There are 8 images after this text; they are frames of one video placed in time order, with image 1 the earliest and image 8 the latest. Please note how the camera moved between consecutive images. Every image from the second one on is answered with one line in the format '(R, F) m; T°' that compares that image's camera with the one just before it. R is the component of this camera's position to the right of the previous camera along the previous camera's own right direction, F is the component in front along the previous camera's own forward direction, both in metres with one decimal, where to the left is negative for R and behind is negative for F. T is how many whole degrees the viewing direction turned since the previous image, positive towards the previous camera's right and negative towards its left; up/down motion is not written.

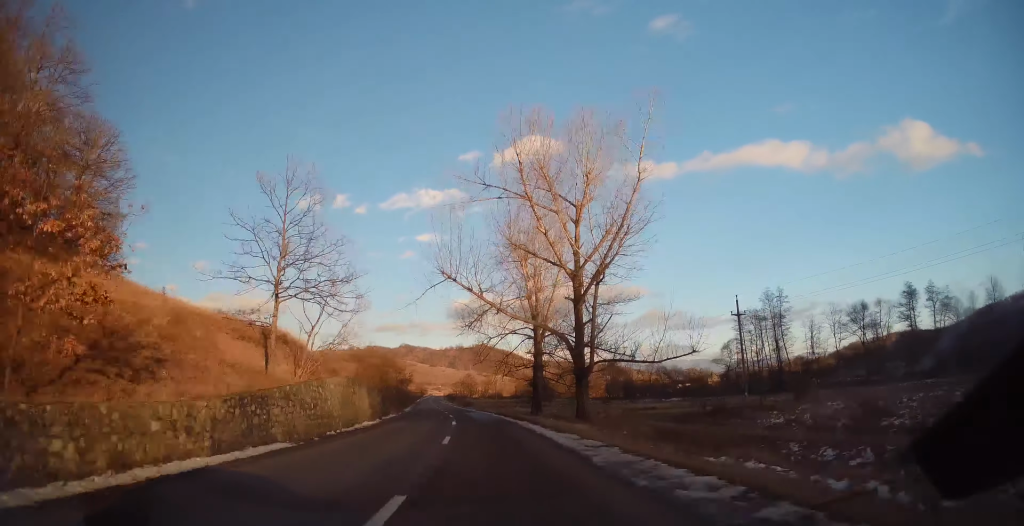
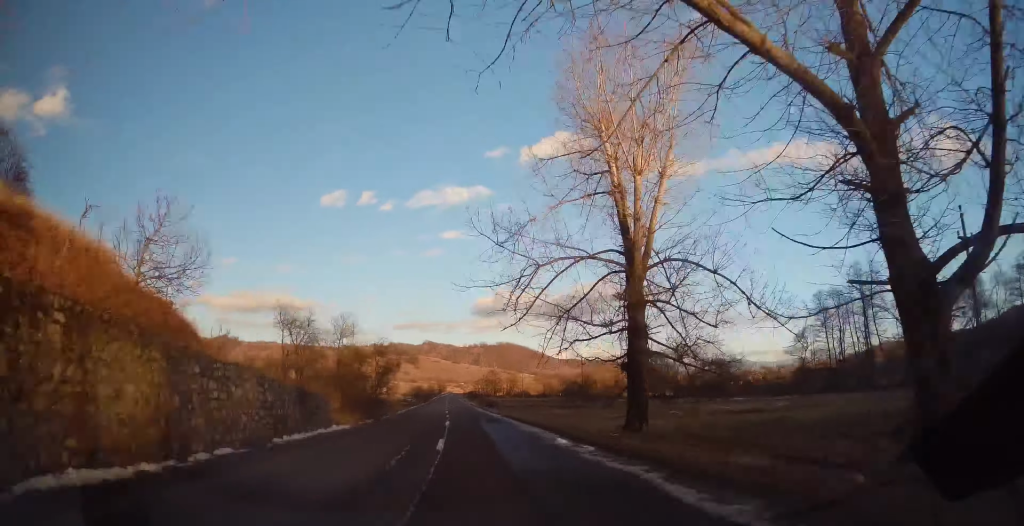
(-0.7, +25.0) m; -3°
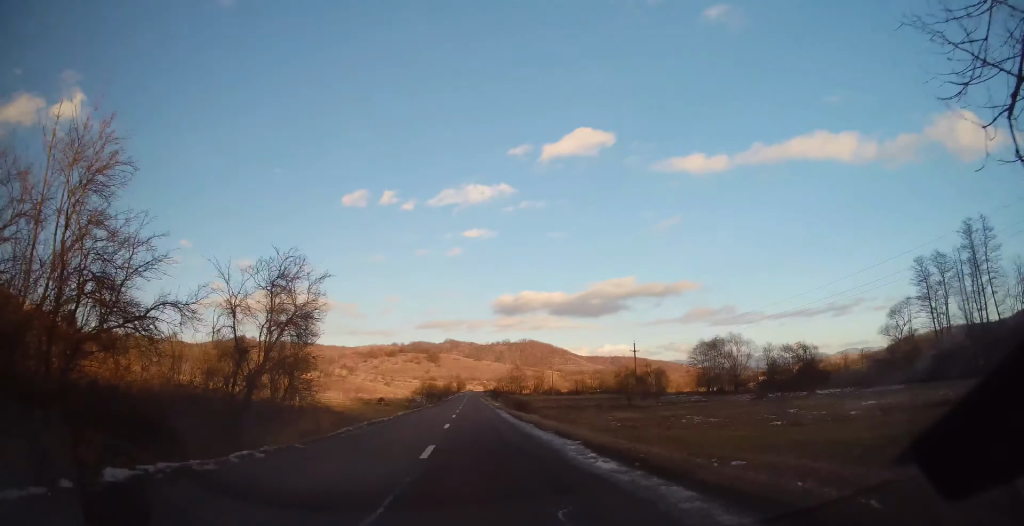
(-0.7, +24.5) m; -2°
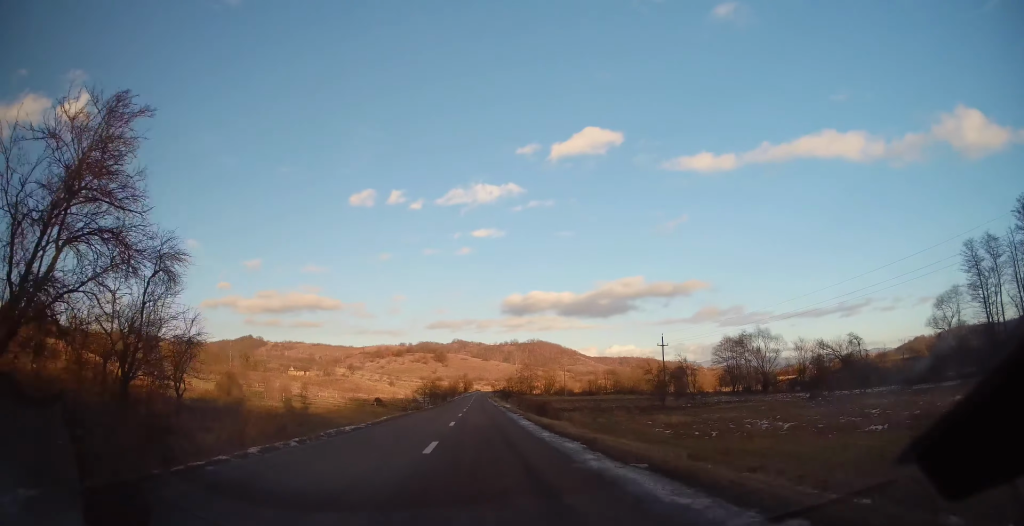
(-0.1, +10.1) m; 0°
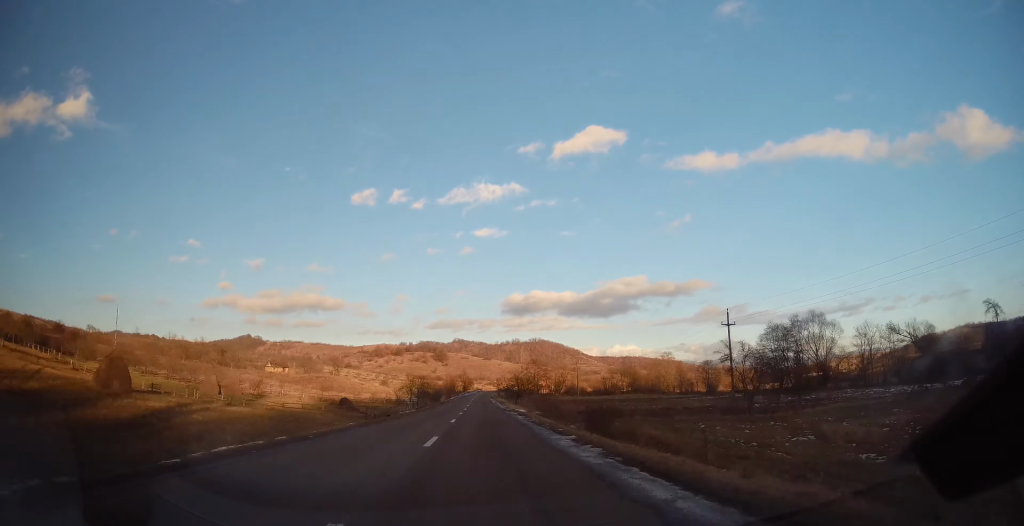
(+0.2, +21.2) m; -1°
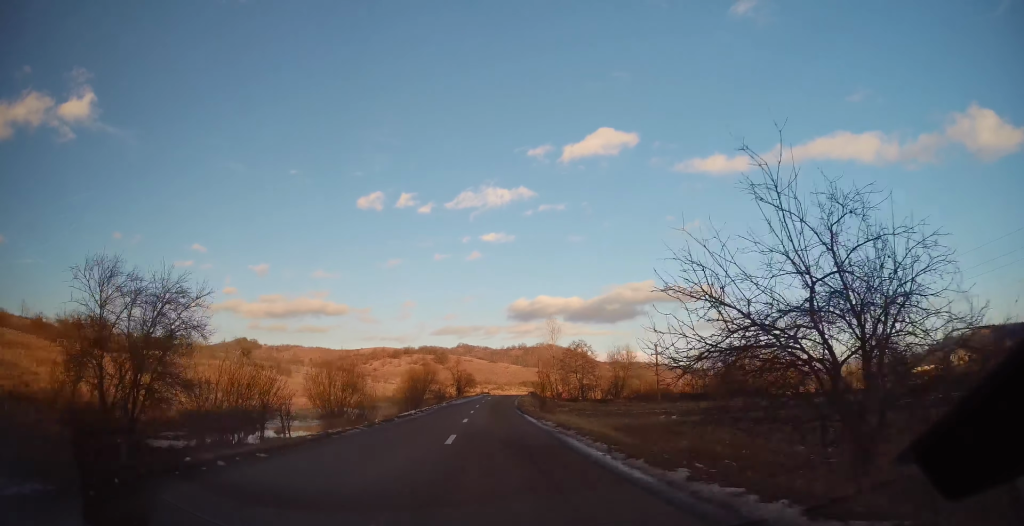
(-0.2, +67.7) m; +1°
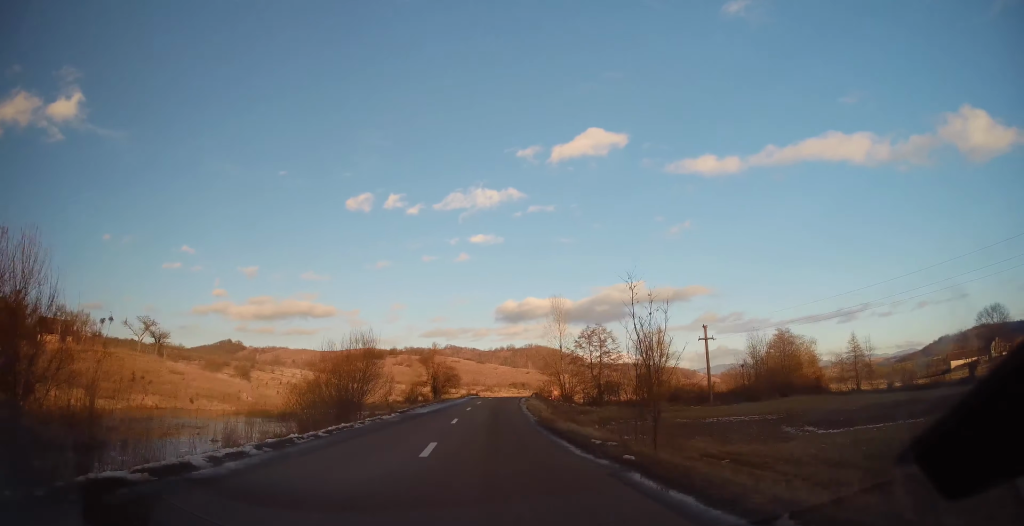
(0.0, +25.1) m; +1°
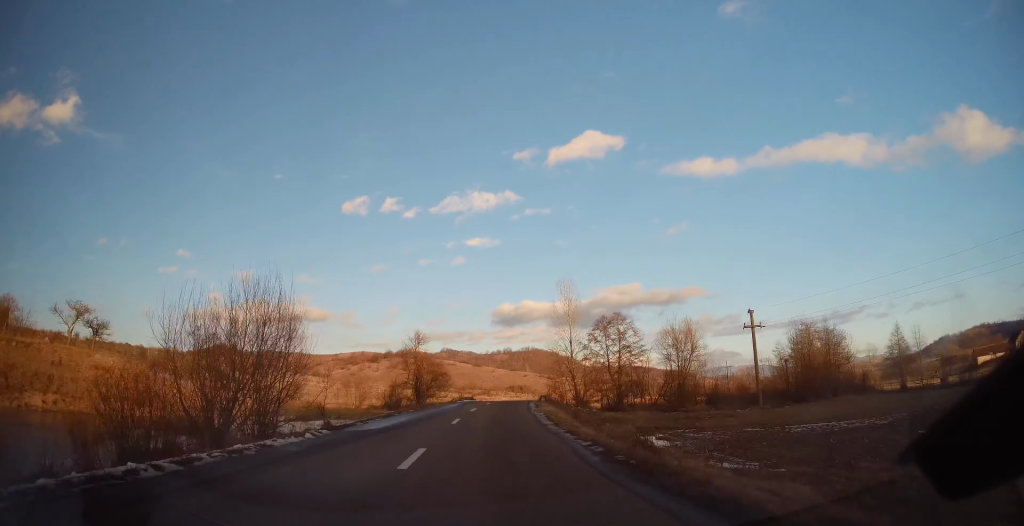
(-0.2, +12.9) m; +1°
